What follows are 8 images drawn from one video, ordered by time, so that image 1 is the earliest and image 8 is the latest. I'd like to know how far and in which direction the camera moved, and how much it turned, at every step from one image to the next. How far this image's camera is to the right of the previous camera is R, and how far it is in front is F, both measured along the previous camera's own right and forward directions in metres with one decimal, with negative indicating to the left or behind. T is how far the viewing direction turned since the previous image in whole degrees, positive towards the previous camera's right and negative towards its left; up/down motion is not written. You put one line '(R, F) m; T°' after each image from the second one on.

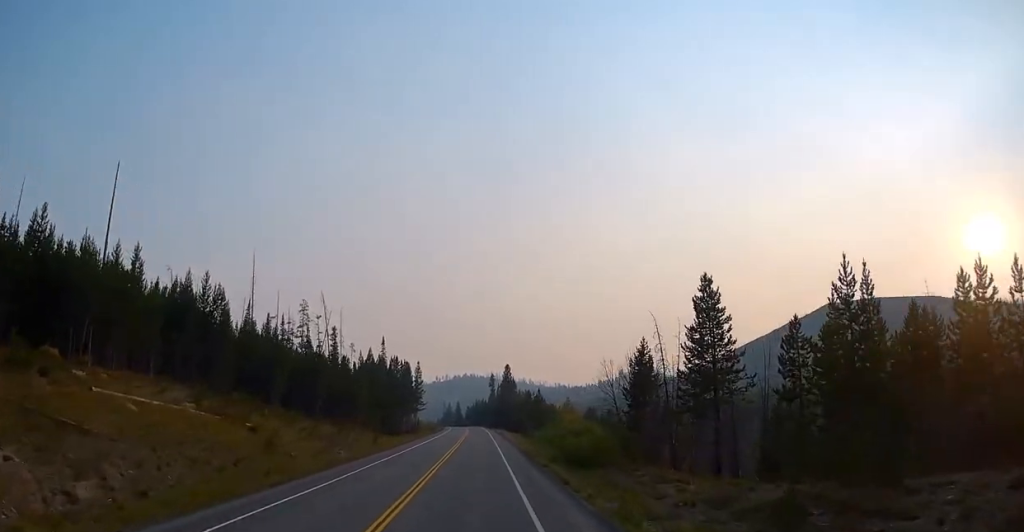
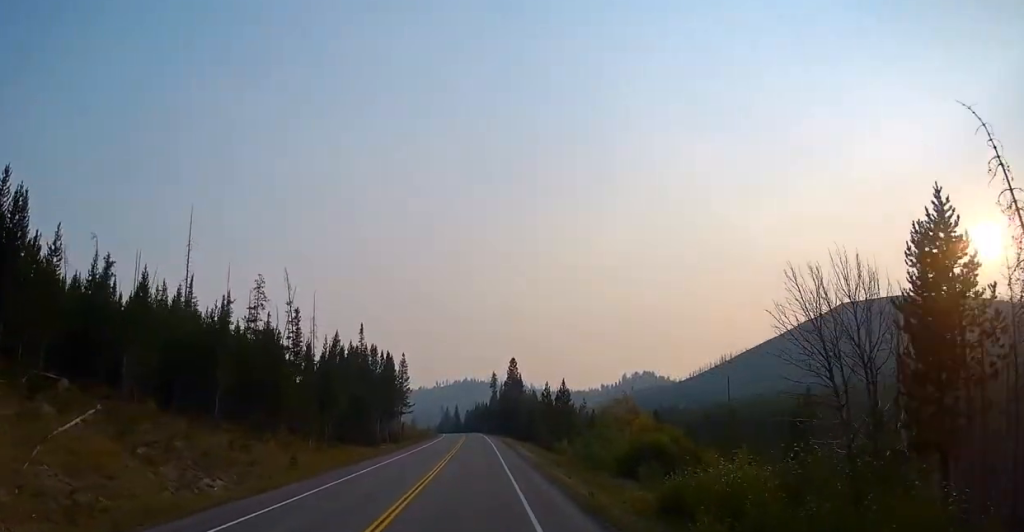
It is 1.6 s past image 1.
(+0.5, +28.4) m; +1°
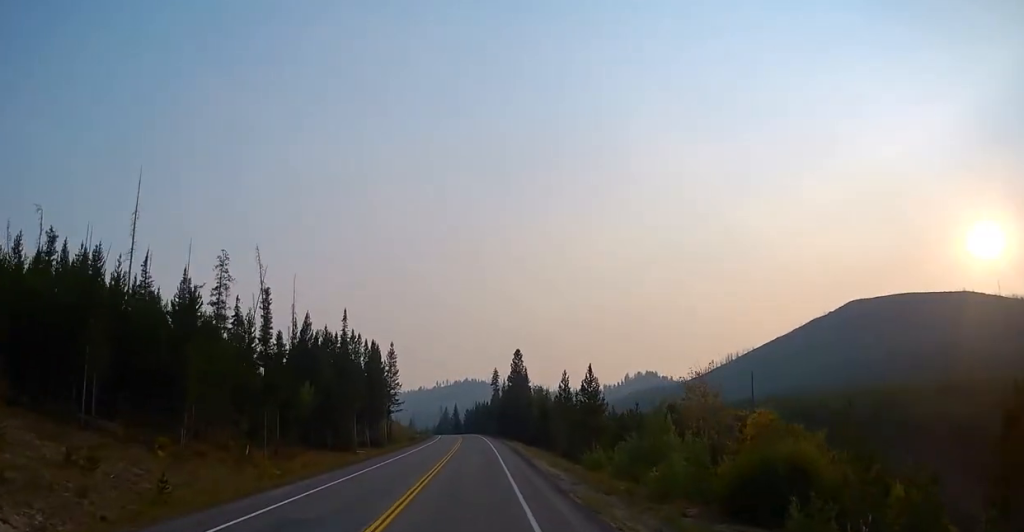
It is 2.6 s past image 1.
(+0.1, +16.7) m; 0°
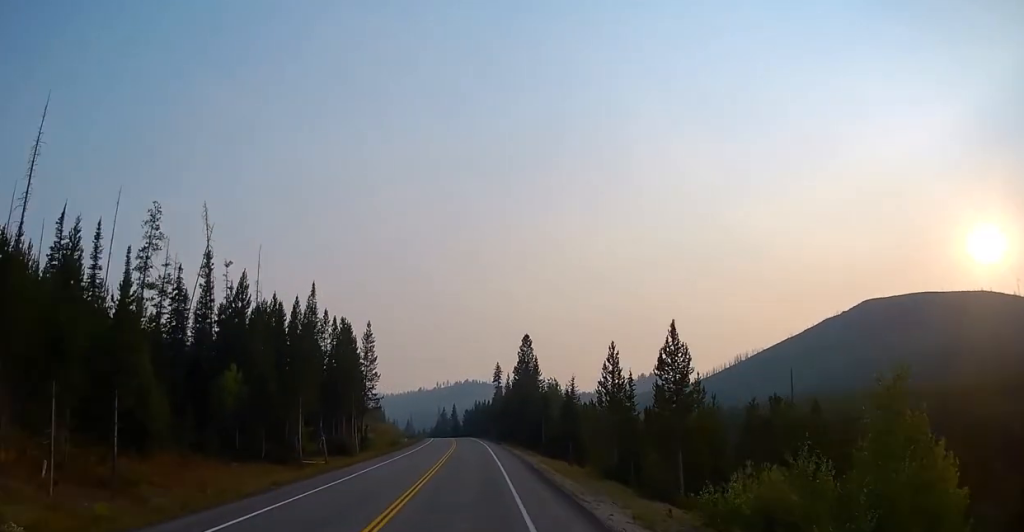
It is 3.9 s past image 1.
(-0.3, +20.8) m; -1°
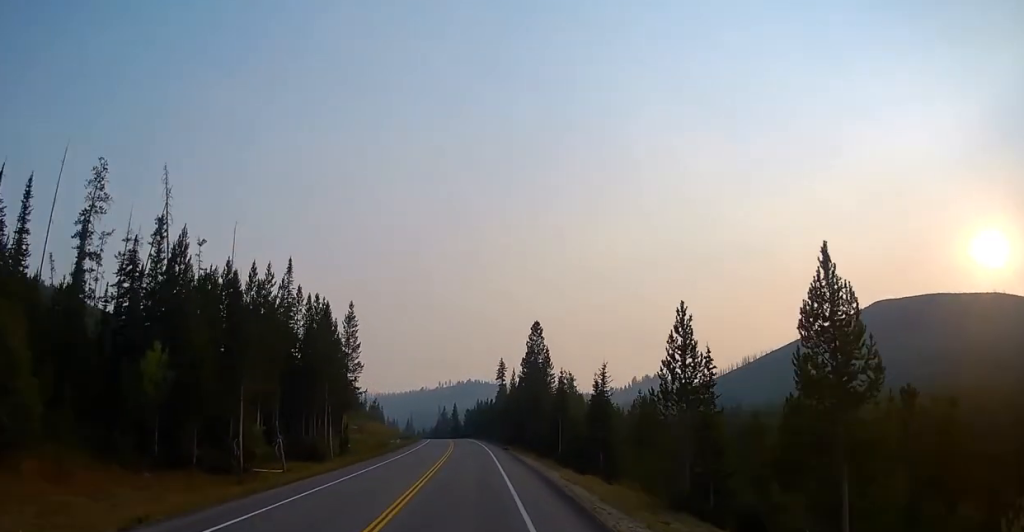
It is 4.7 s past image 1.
(-0.2, +12.4) m; 0°
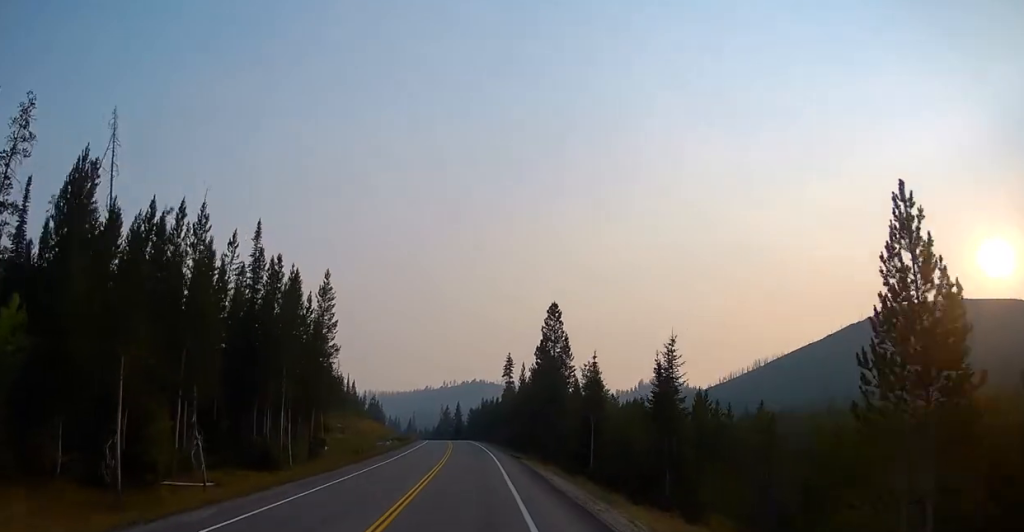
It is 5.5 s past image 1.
(+0.1, +13.1) m; 0°
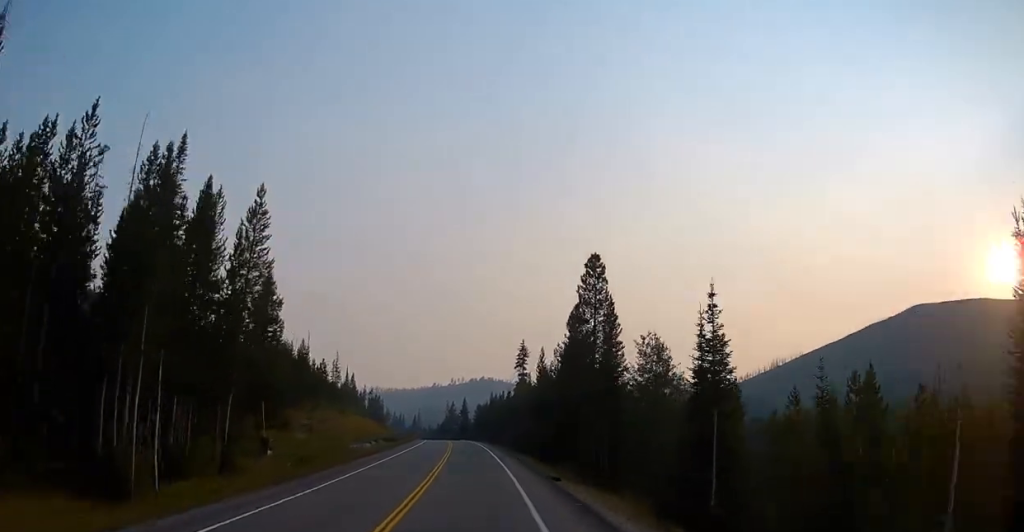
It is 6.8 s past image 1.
(0.0, +20.3) m; -1°
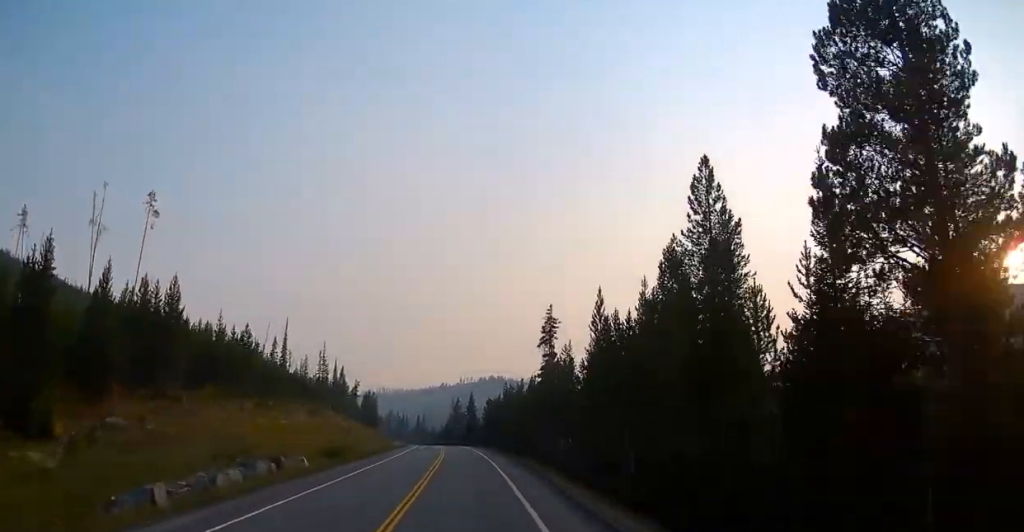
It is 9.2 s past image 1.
(-0.3, +37.0) m; -1°
